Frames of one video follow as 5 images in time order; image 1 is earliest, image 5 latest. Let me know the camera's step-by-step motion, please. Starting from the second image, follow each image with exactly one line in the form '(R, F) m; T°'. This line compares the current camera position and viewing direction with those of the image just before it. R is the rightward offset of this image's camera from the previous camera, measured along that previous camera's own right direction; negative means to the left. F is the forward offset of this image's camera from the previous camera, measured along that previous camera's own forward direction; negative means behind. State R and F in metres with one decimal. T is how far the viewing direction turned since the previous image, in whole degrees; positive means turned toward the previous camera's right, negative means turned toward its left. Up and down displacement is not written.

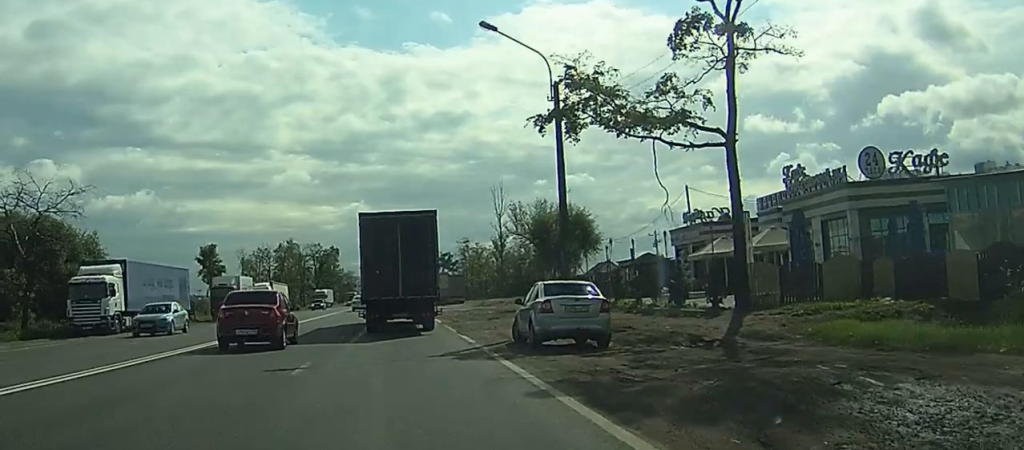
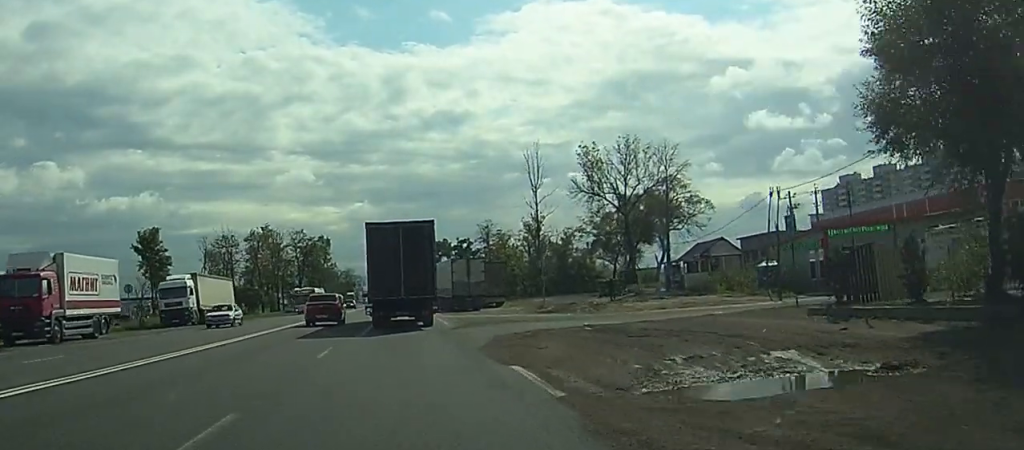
(0.0, +43.7) m; -2°
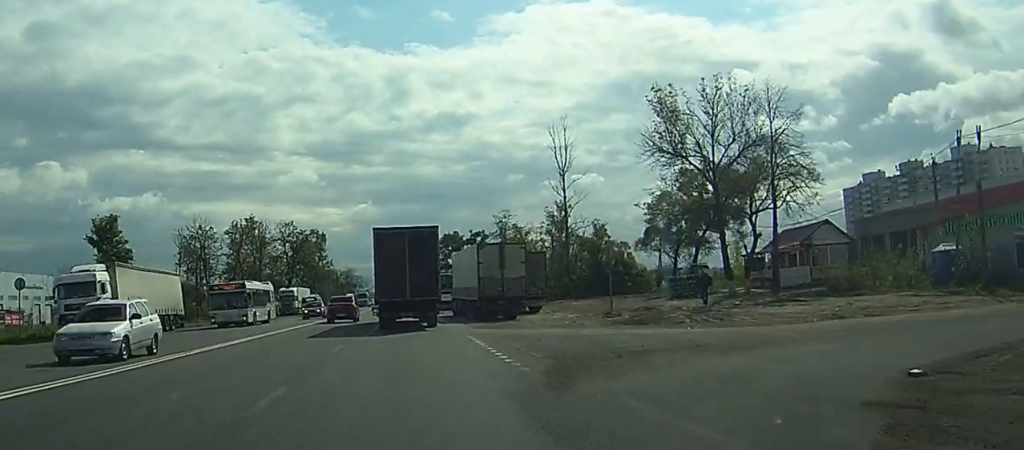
(-0.2, +20.4) m; -1°
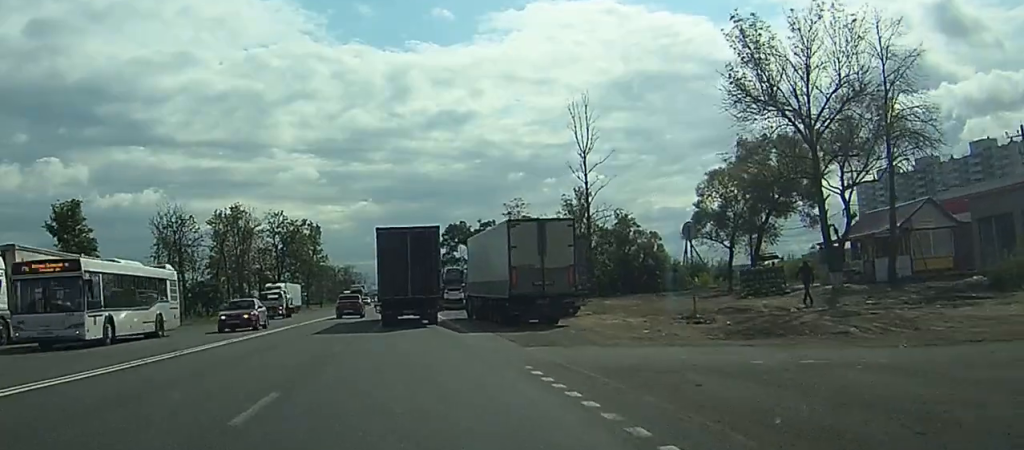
(0.0, +13.1) m; 0°
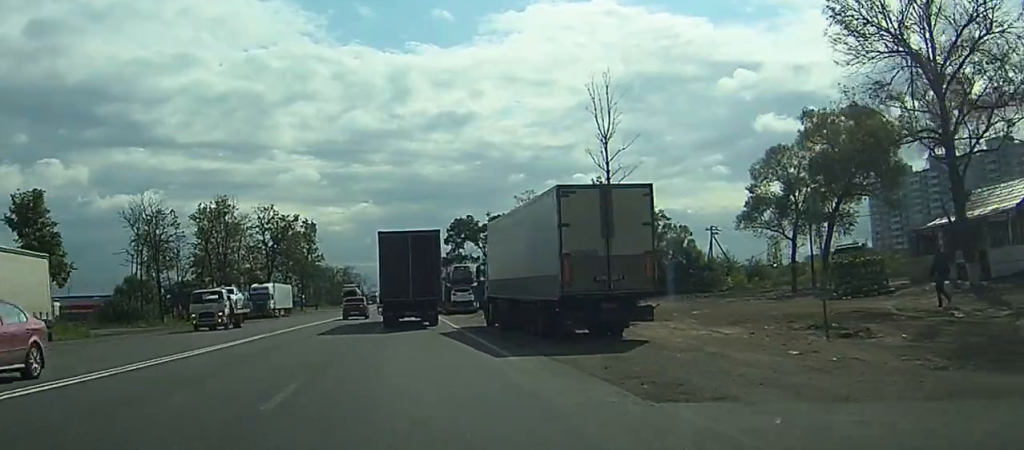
(0.0, +10.5) m; 0°
